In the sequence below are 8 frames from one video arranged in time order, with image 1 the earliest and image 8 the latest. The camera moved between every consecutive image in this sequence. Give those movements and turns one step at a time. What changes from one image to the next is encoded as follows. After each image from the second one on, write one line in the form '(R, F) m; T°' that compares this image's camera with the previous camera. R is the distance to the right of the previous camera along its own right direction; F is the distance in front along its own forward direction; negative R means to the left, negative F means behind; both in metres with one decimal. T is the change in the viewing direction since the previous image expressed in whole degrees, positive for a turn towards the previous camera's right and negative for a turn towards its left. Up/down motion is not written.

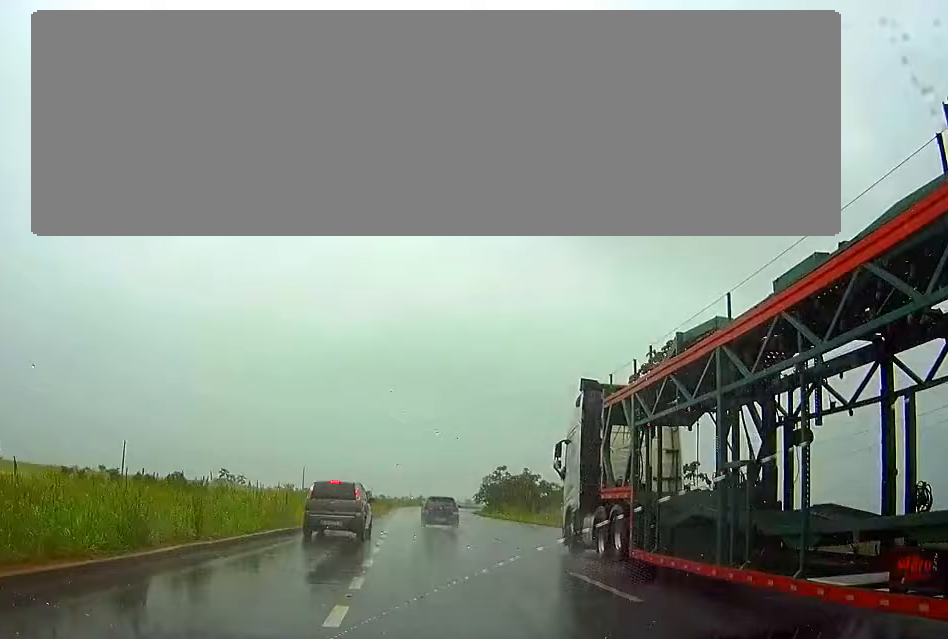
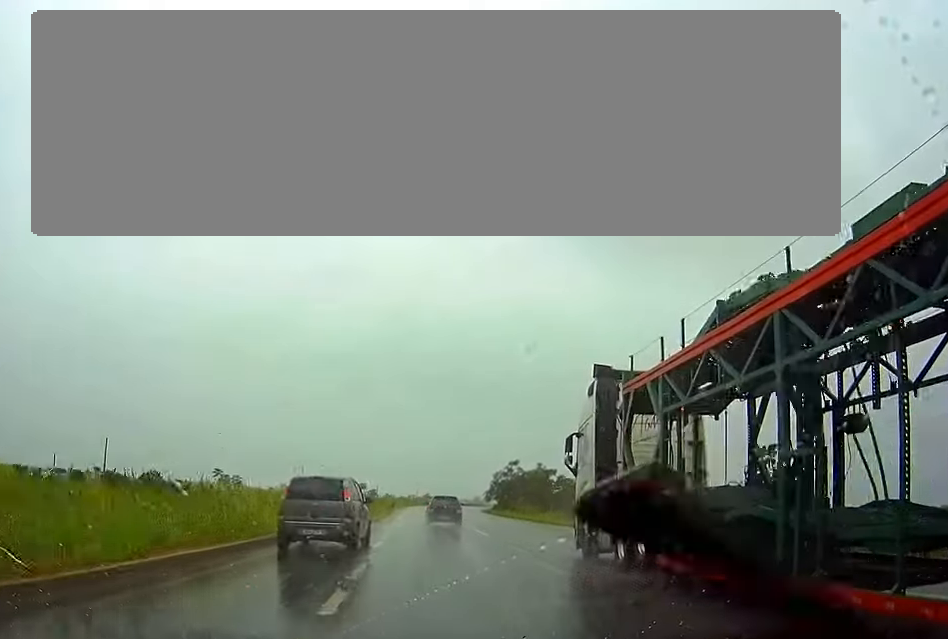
(0.0, +8.9) m; 0°
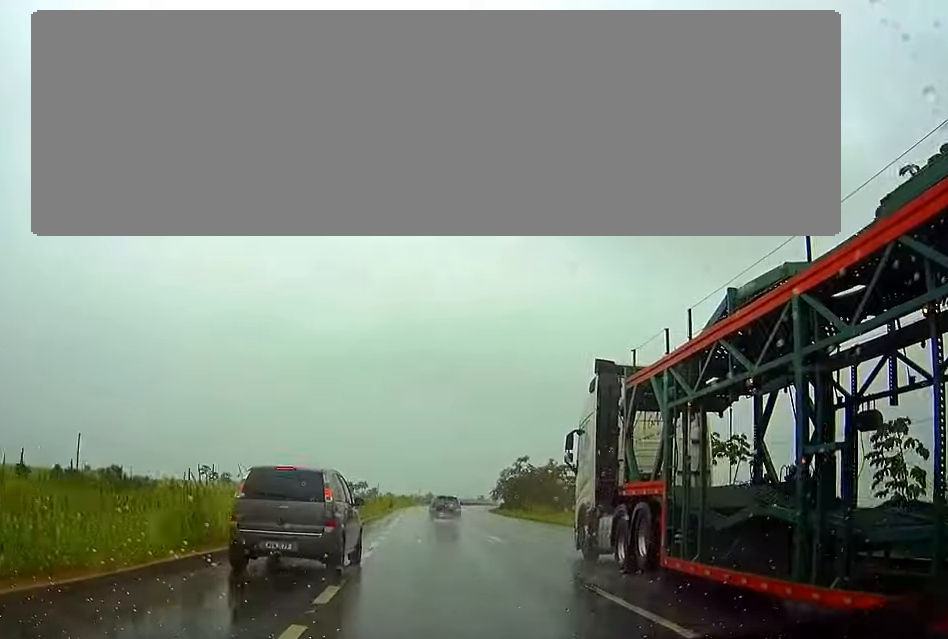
(-0.1, +9.1) m; 0°
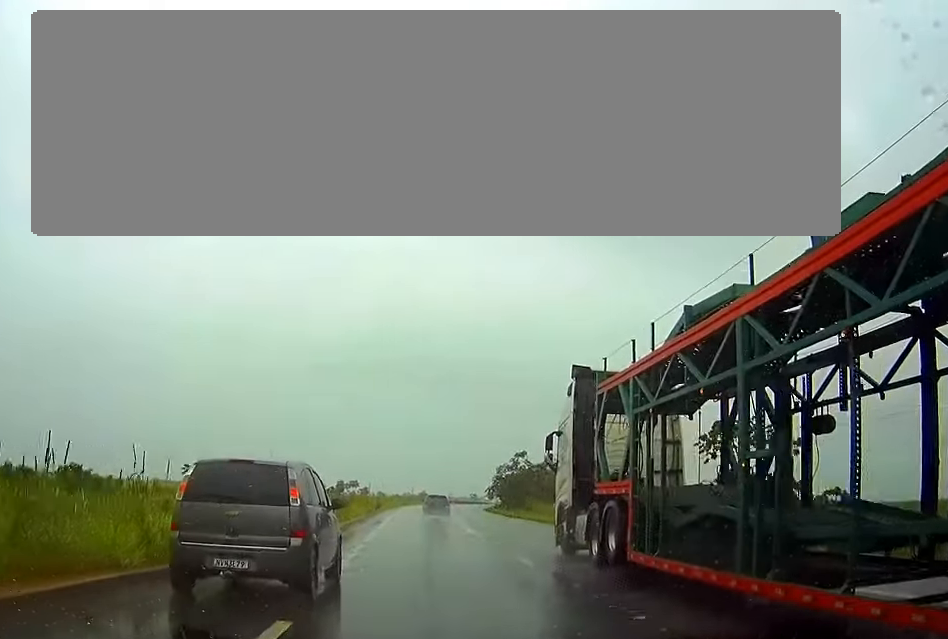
(0.0, +5.8) m; 0°
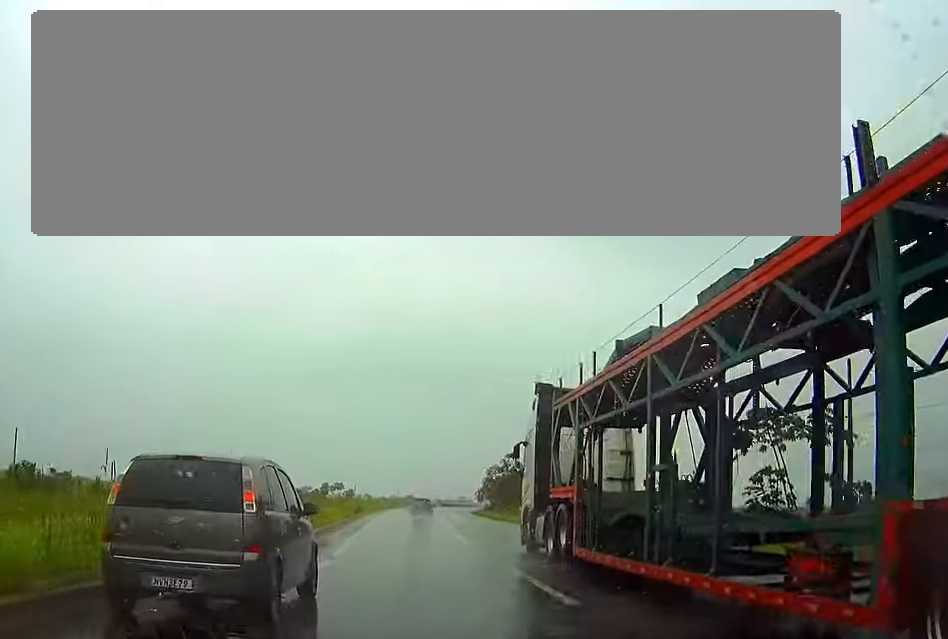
(0.0, +5.2) m; 0°
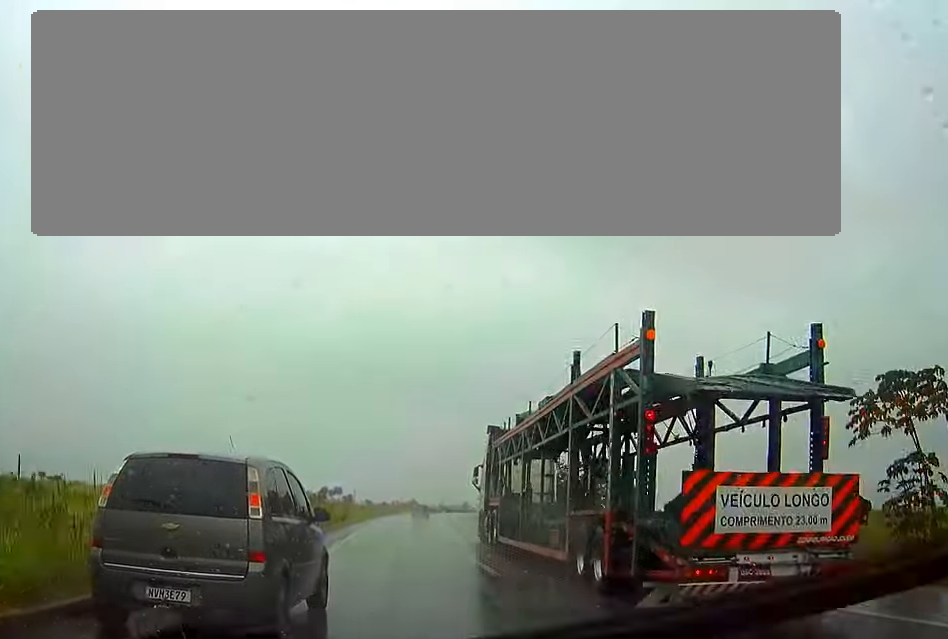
(+0.1, +10.1) m; 0°
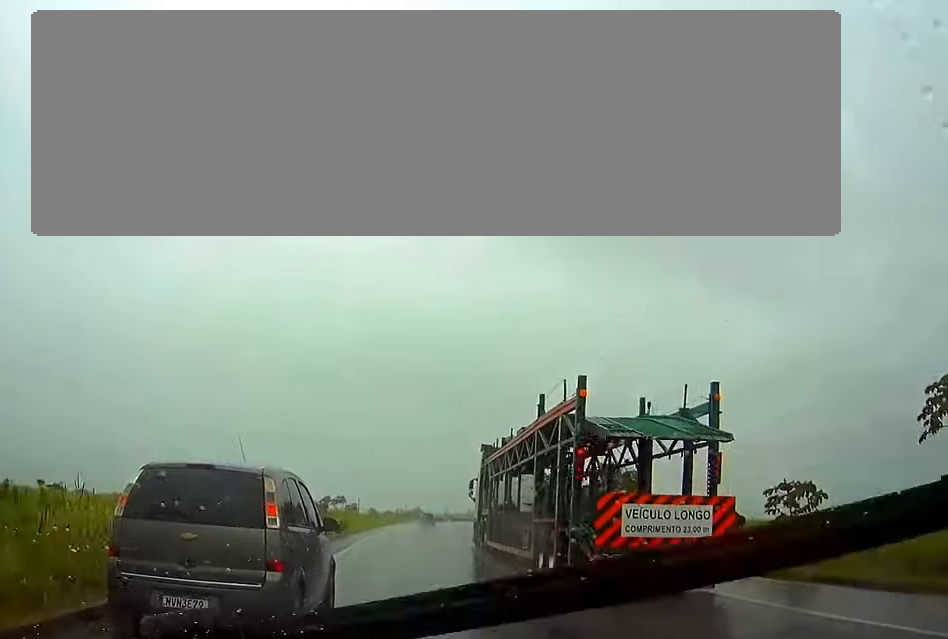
(0.0, +4.1) m; 0°
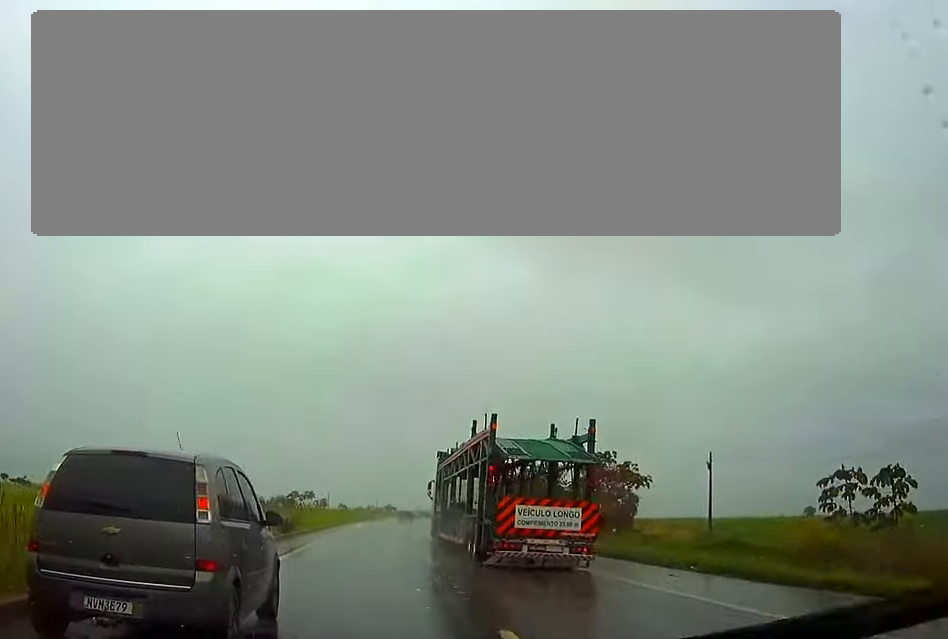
(0.0, +8.1) m; +2°
